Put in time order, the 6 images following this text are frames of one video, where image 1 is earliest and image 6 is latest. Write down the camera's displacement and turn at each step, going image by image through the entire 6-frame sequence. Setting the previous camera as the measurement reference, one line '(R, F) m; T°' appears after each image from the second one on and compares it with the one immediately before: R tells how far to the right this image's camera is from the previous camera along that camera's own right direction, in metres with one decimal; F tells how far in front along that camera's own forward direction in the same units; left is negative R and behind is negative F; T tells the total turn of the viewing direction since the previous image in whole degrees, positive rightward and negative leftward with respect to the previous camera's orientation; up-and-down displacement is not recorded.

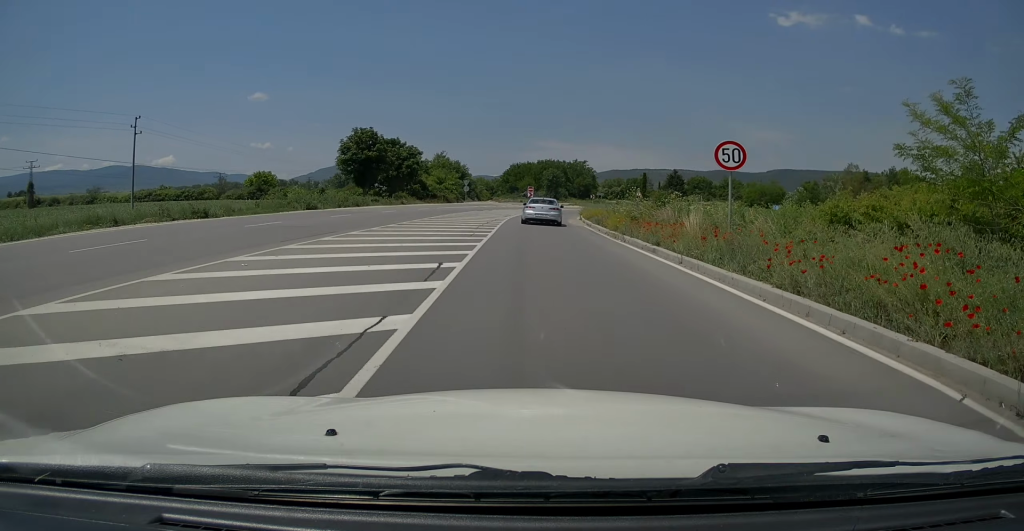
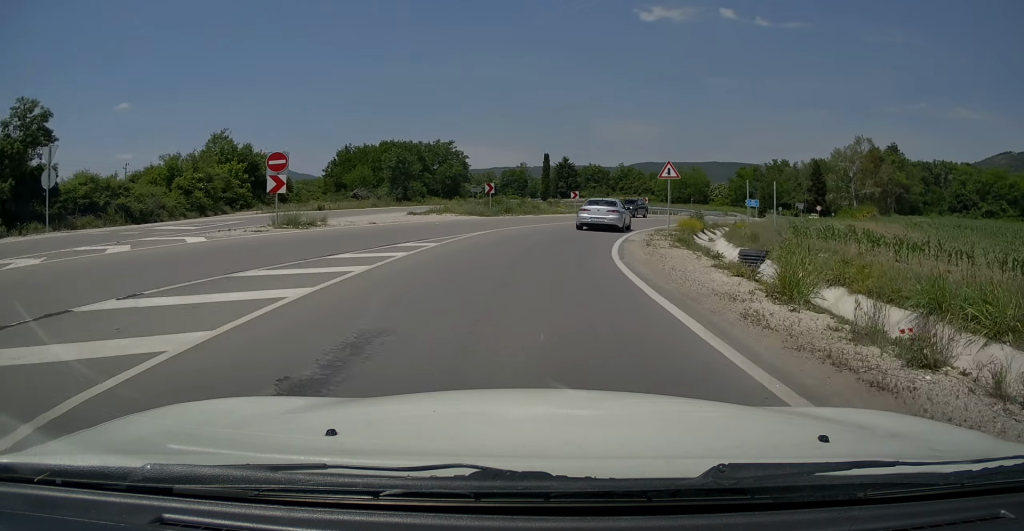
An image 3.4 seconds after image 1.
(+3.0, +58.8) m; +11°
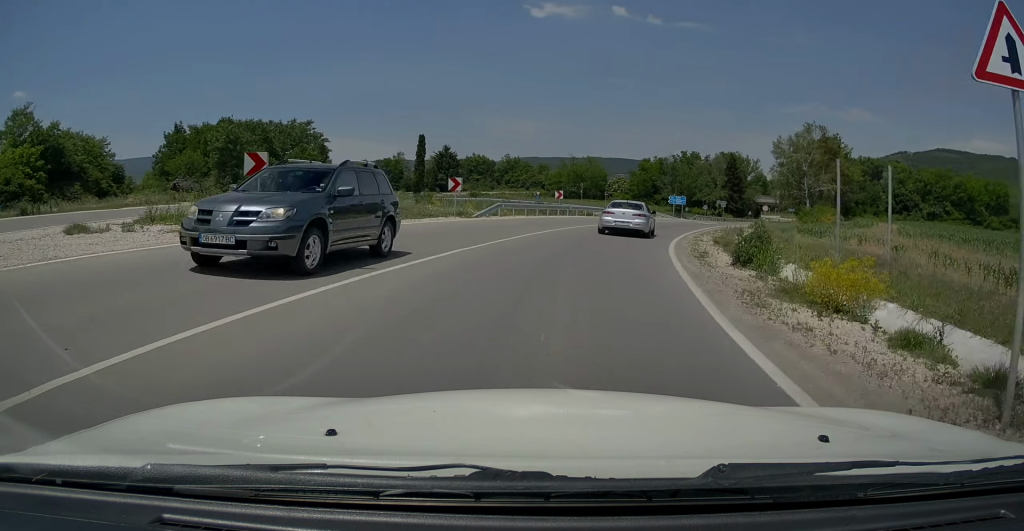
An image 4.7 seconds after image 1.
(+1.2, +21.2) m; +8°
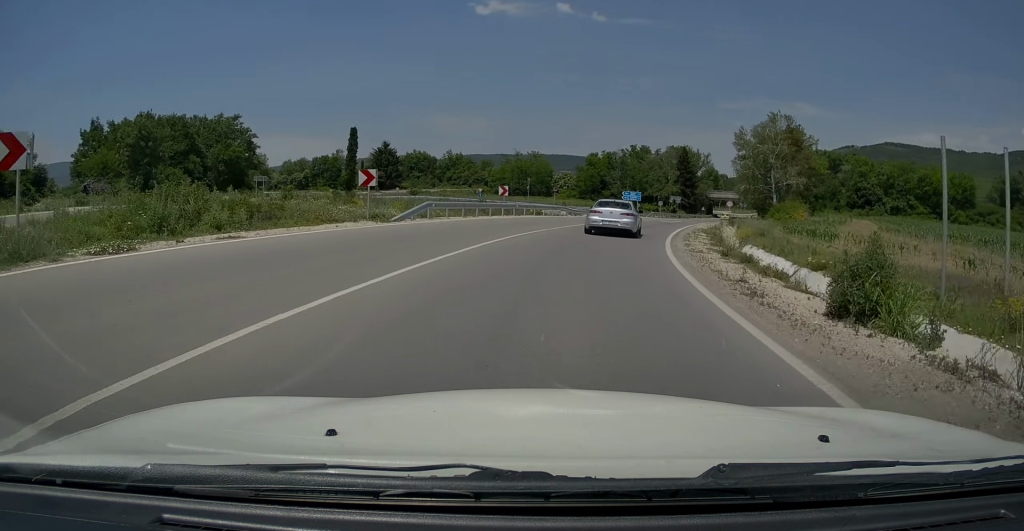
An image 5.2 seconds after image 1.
(+0.4, +6.9) m; +4°
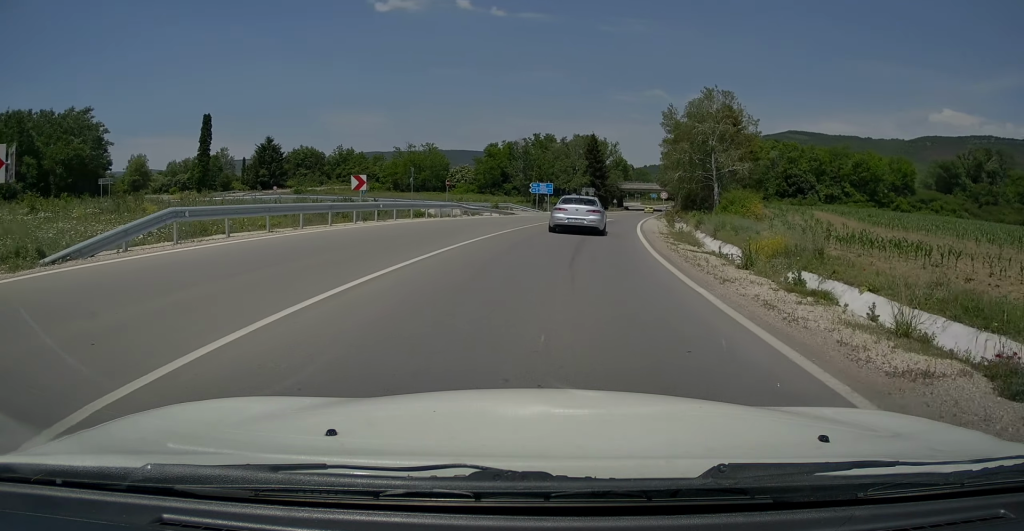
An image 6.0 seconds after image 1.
(+0.9, +13.6) m; +9°
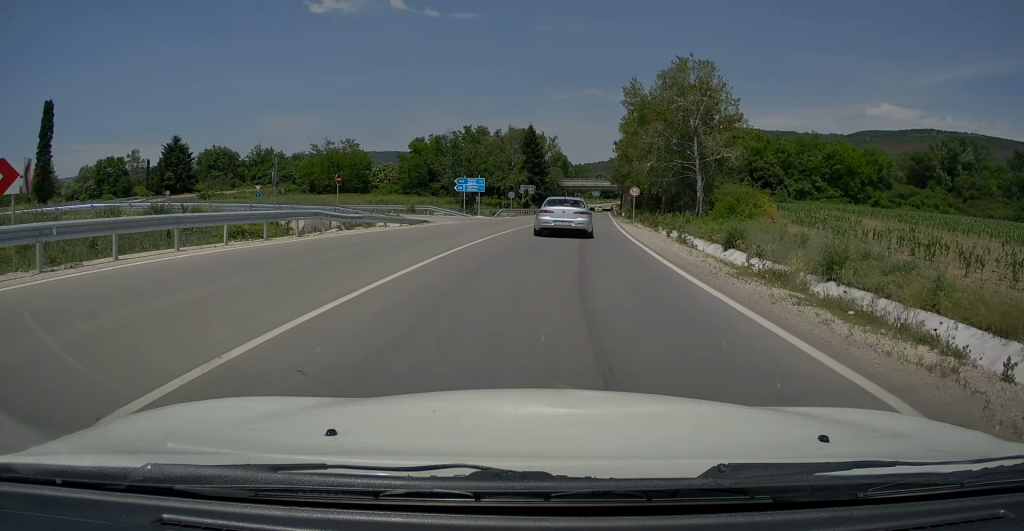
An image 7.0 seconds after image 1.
(+1.4, +15.3) m; +8°
